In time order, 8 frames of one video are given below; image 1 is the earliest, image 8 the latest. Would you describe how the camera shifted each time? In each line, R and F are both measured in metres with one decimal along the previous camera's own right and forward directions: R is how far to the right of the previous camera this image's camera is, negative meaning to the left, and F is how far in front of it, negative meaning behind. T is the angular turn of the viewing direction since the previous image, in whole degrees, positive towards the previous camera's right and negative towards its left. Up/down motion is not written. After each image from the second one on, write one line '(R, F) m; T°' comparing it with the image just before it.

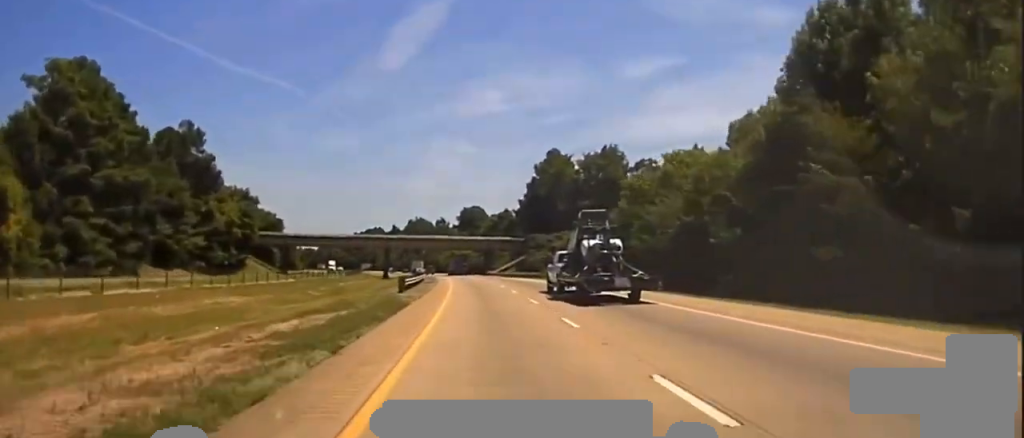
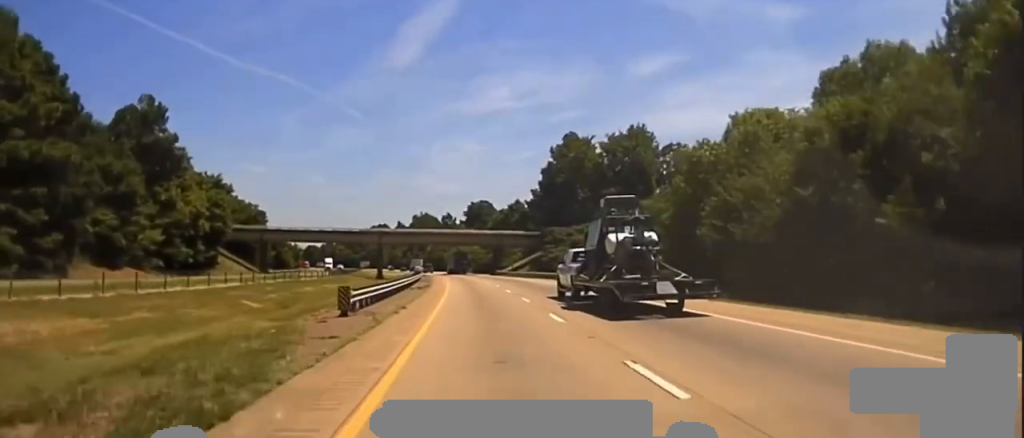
(-0.1, +20.5) m; -1°
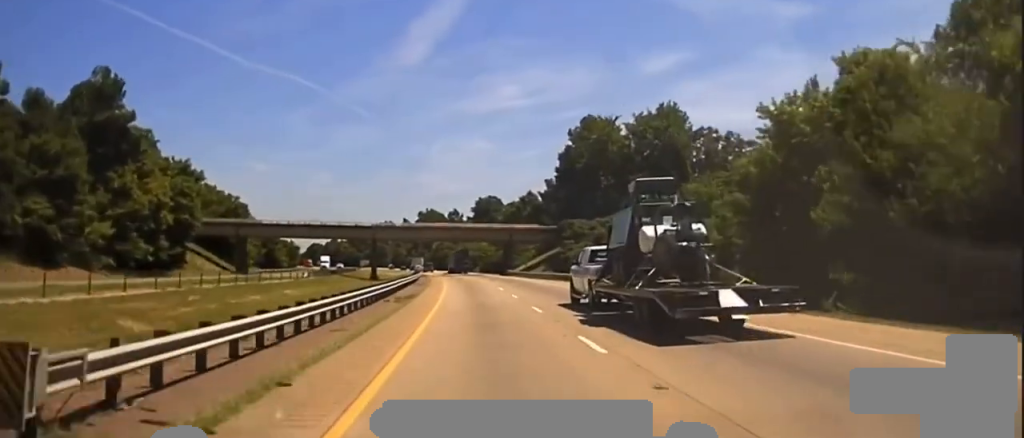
(0.0, +18.1) m; -1°
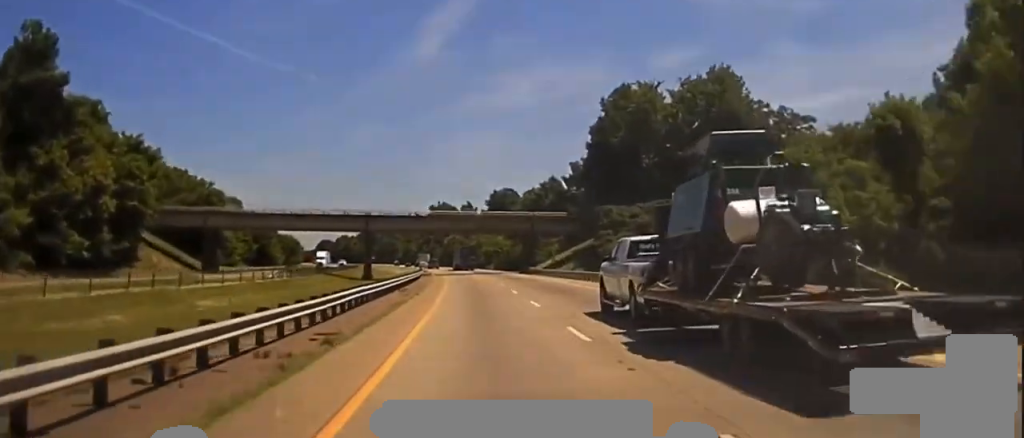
(-0.1, +21.7) m; -1°
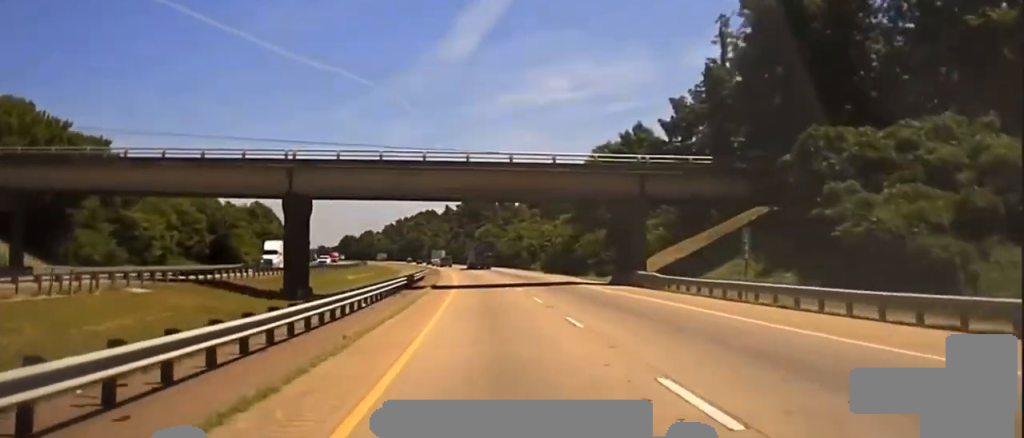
(-1.7, +58.6) m; -3°
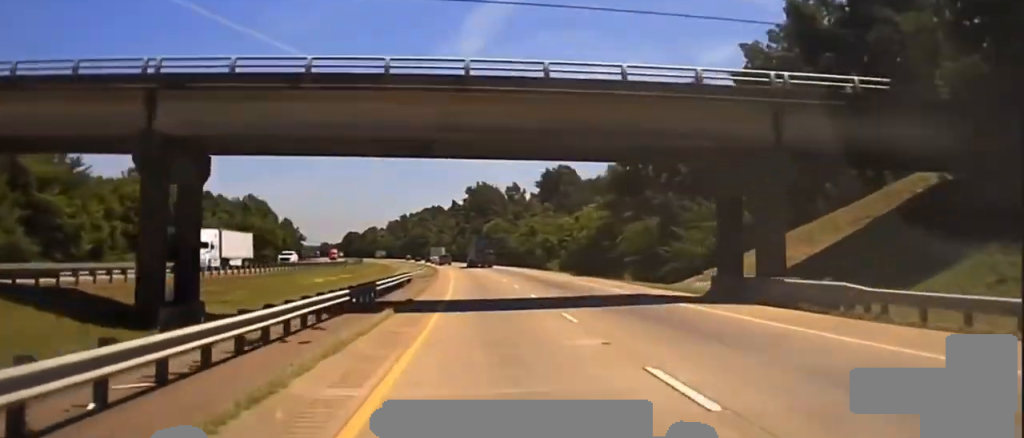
(-0.3, +24.8) m; -1°
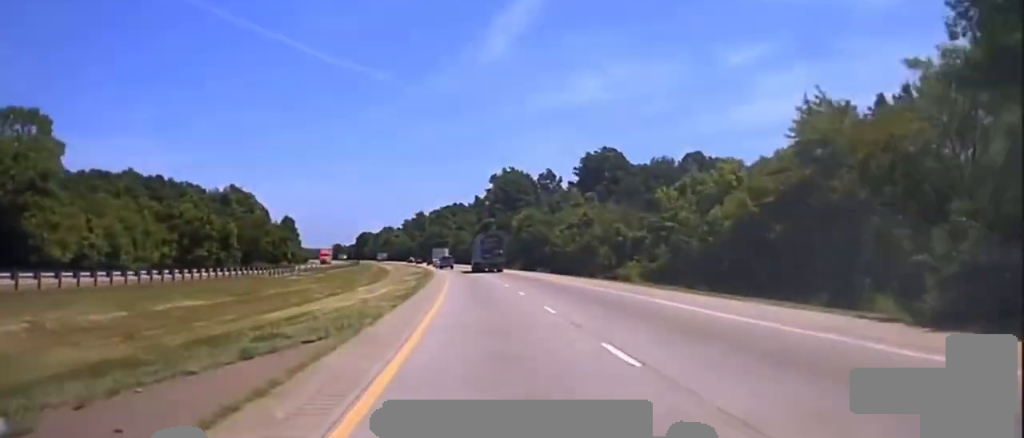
(-0.7, +64.9) m; -1°
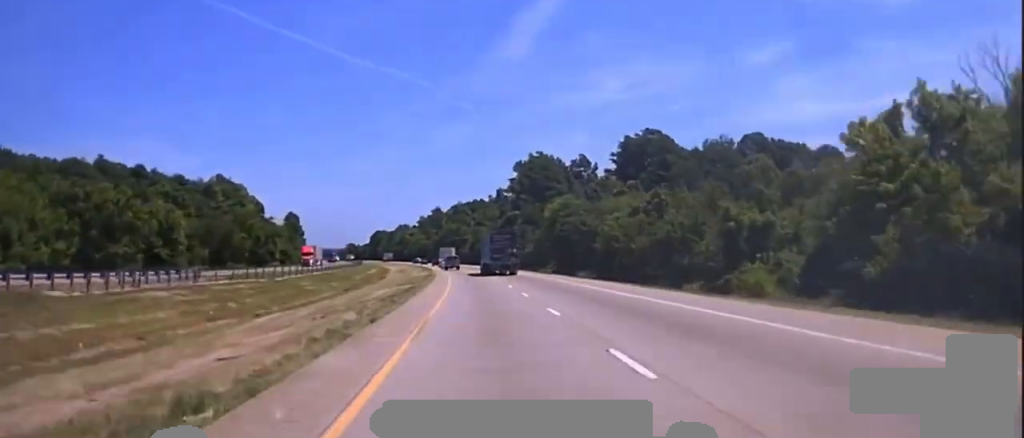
(-0.4, +38.4) m; -1°
